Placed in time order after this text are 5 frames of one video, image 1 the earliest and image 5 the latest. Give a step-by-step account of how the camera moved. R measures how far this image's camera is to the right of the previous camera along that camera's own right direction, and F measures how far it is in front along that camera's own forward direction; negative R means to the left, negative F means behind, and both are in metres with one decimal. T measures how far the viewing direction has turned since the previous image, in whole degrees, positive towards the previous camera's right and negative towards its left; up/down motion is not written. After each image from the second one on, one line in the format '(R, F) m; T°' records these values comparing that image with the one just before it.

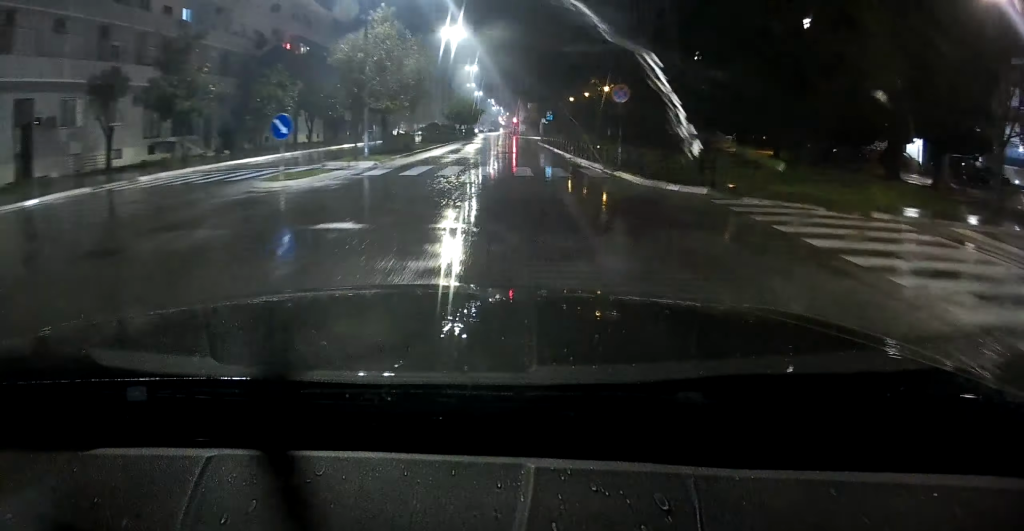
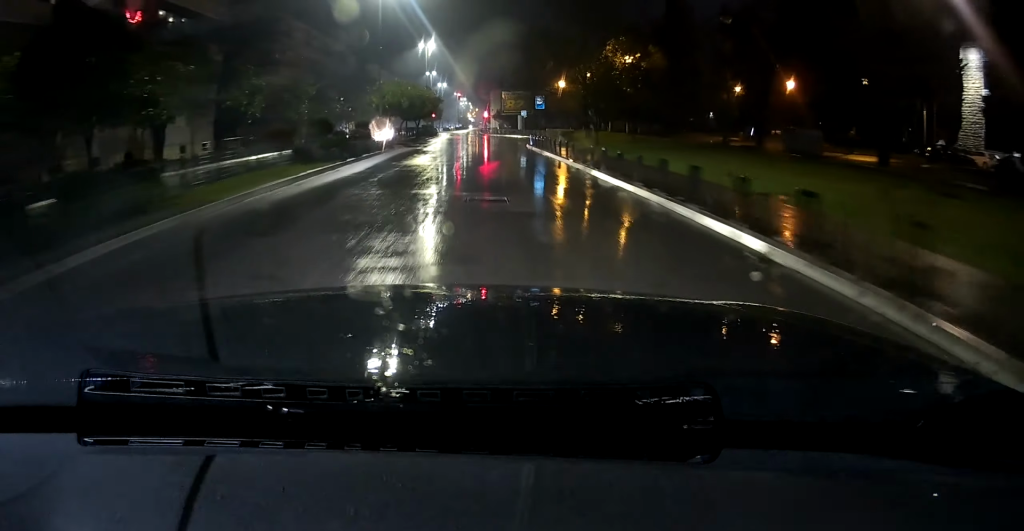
(+0.2, +24.5) m; 0°
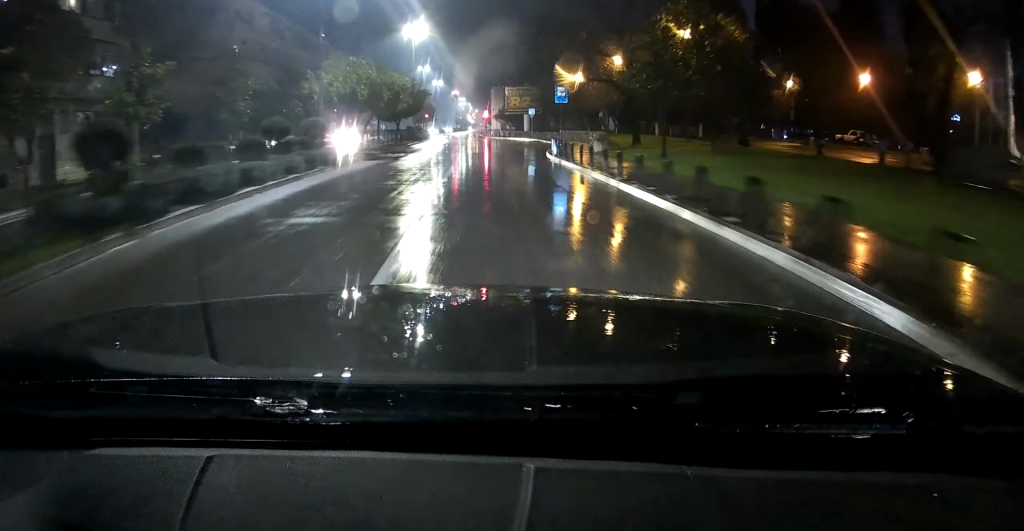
(0.0, +12.8) m; 0°
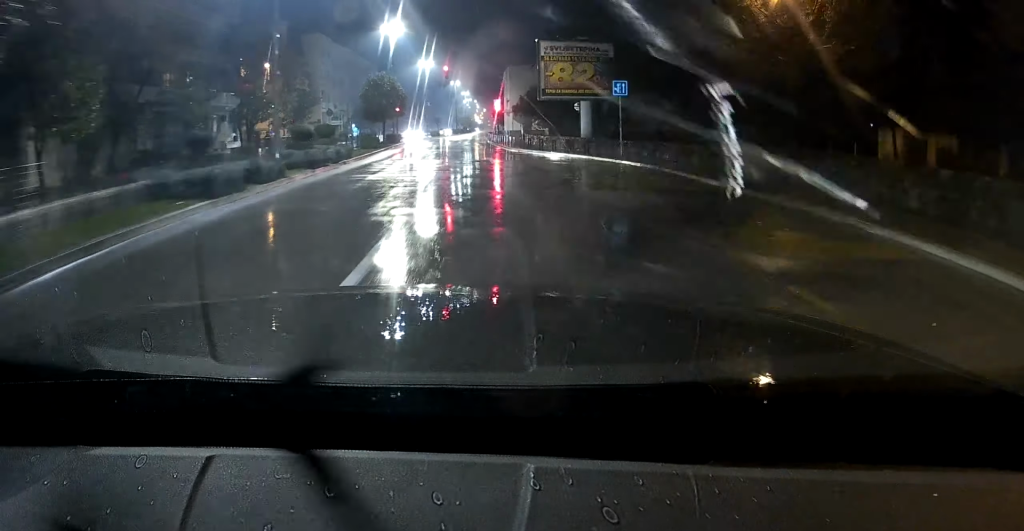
(-0.3, +39.7) m; -1°
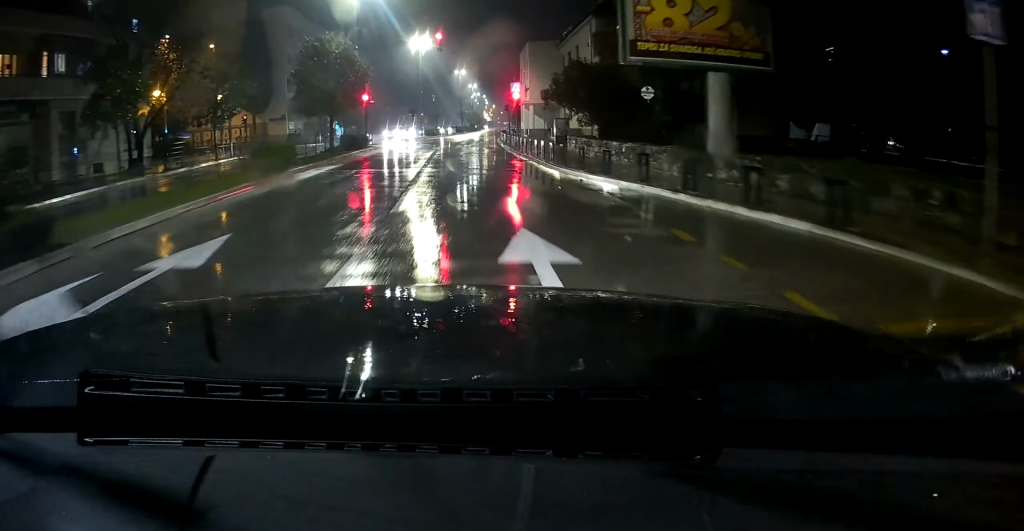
(-0.2, +18.2) m; -1°
